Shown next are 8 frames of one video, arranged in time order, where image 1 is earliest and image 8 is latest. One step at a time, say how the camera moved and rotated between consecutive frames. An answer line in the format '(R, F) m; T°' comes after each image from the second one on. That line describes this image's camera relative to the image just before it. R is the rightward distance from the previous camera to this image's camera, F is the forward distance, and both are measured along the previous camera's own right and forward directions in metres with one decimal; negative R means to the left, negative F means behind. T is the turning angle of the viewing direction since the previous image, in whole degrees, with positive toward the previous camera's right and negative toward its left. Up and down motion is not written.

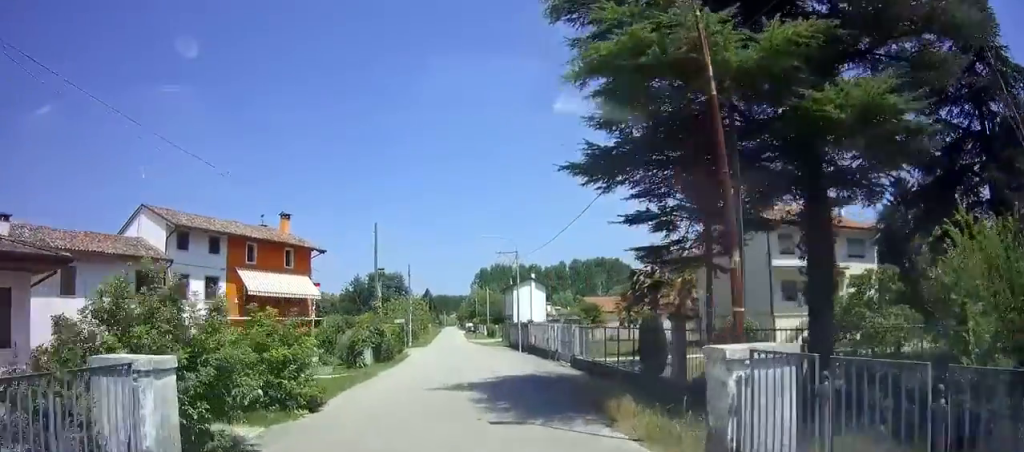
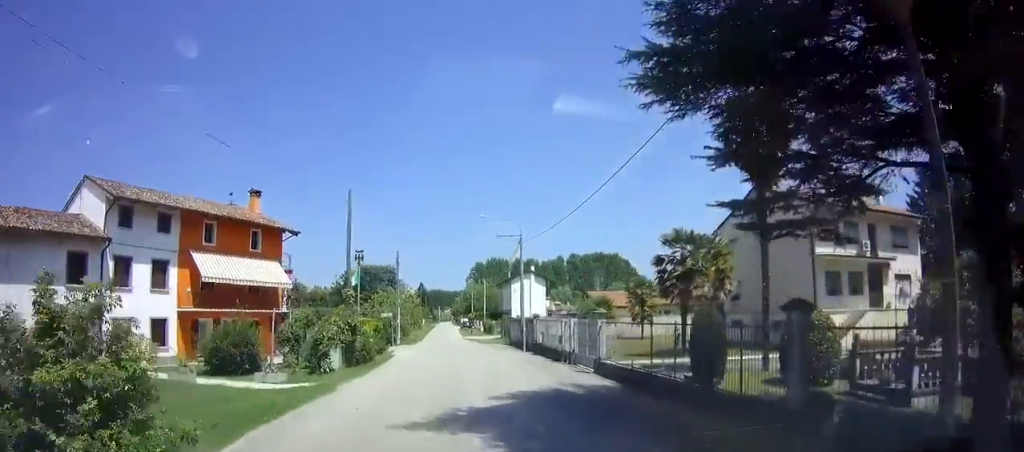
(0.0, +5.4) m; +1°
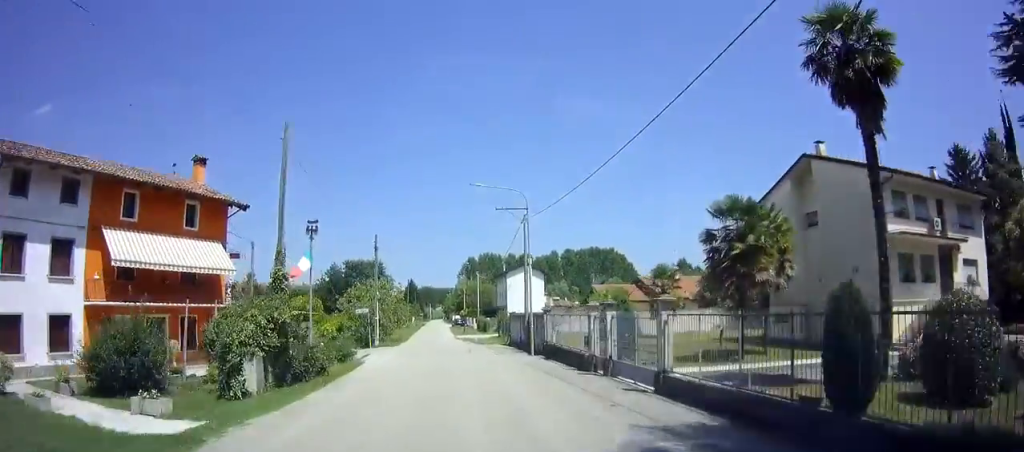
(+0.1, +7.2) m; +1°
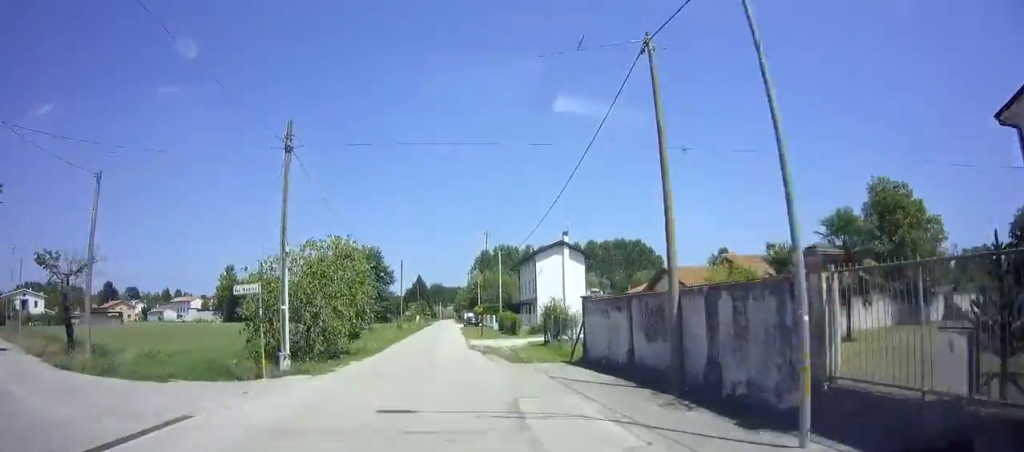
(+0.2, +20.5) m; 0°
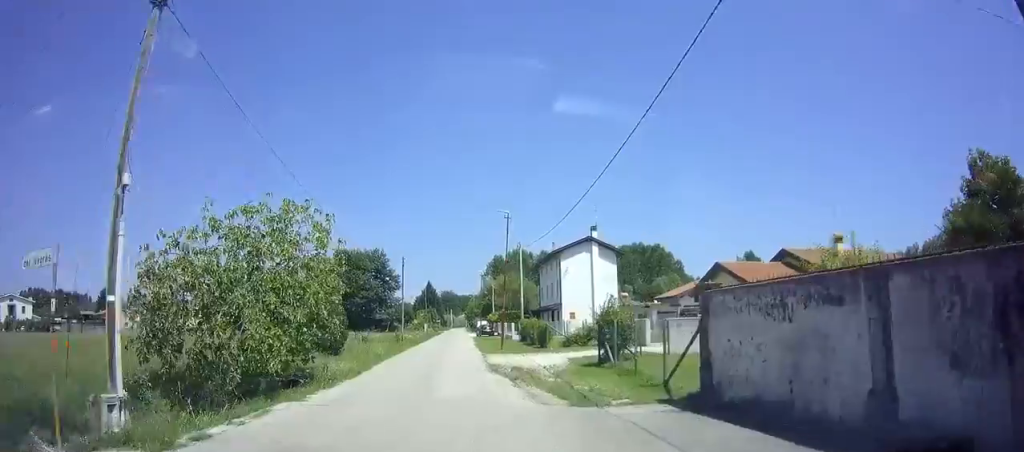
(-0.1, +8.3) m; -1°
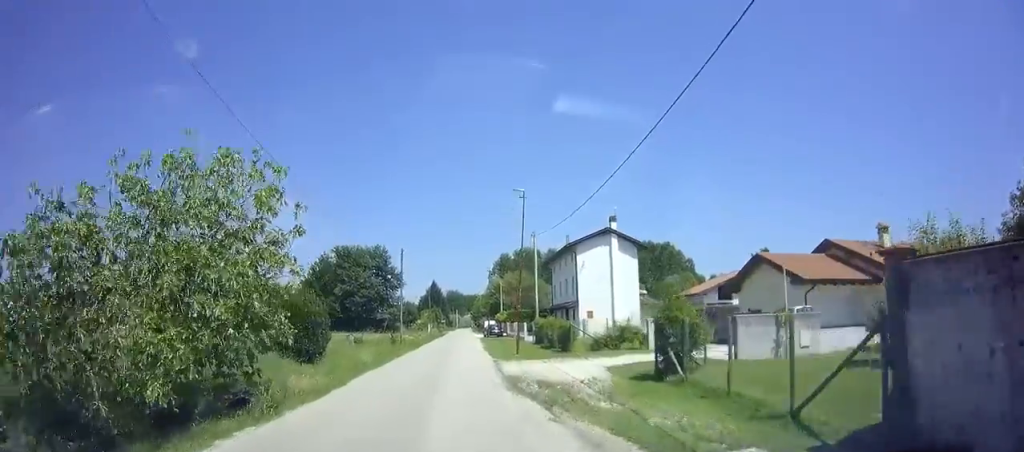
(0.0, +4.7) m; -1°
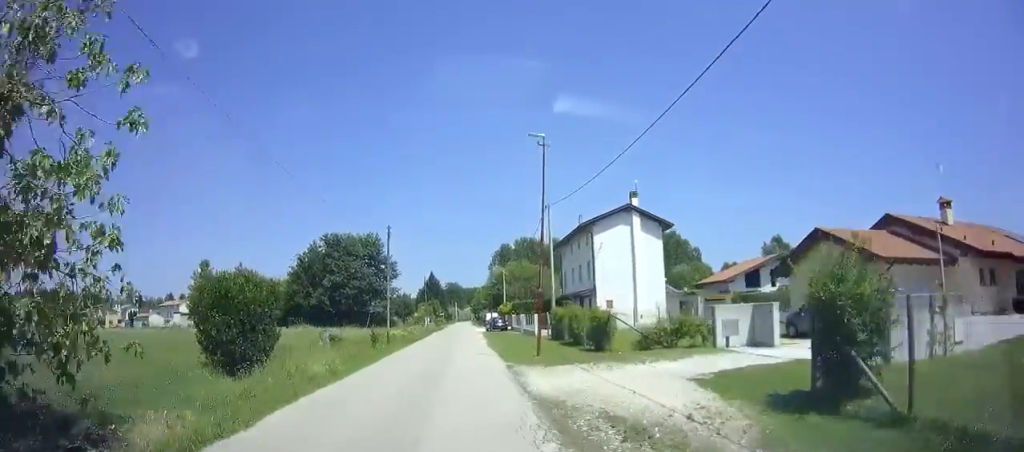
(0.0, +6.4) m; -1°
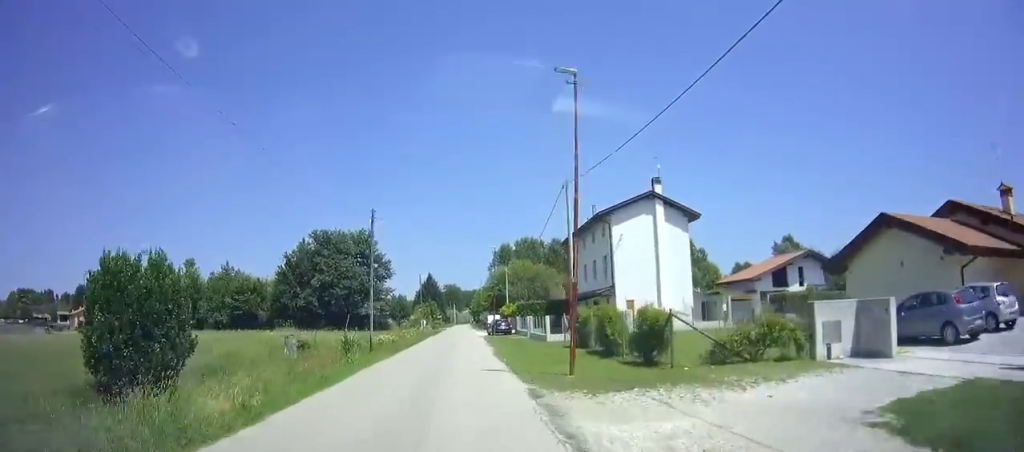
(0.0, +5.3) m; -1°
